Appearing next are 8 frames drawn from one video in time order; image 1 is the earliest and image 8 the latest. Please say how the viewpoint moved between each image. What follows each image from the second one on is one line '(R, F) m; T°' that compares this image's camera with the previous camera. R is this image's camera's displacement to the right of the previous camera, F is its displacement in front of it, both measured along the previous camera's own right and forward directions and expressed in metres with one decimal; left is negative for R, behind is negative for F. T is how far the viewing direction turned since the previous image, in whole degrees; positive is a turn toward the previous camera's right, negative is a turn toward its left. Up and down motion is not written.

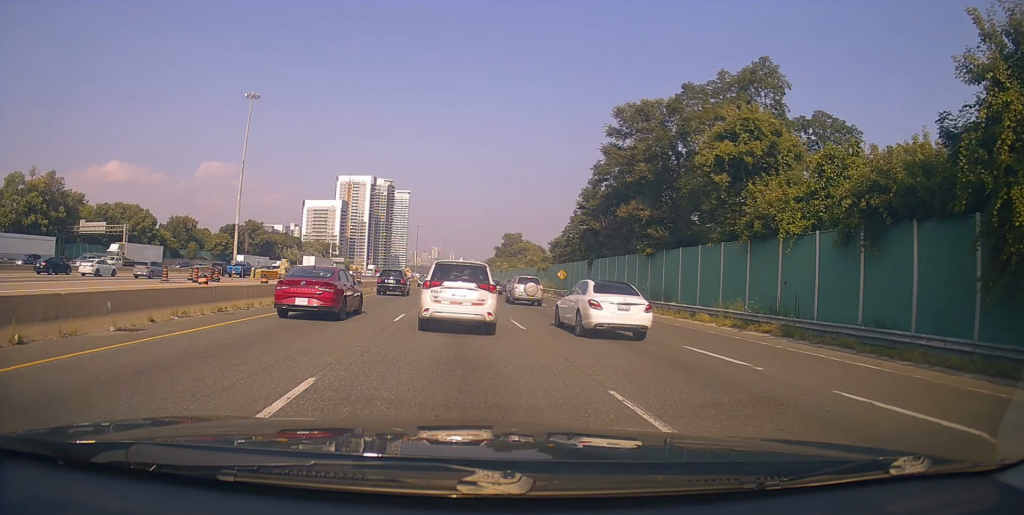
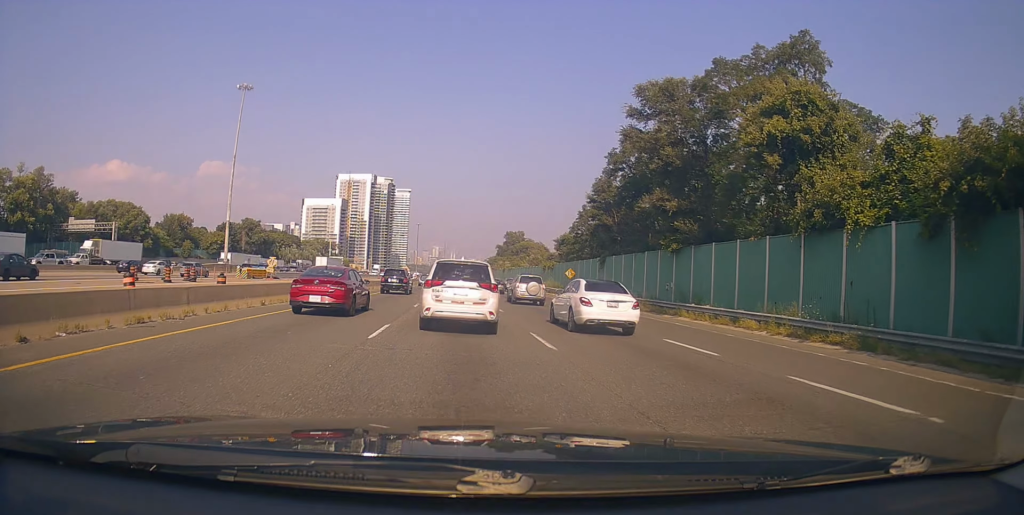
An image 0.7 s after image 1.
(-0.2, +4.7) m; 0°
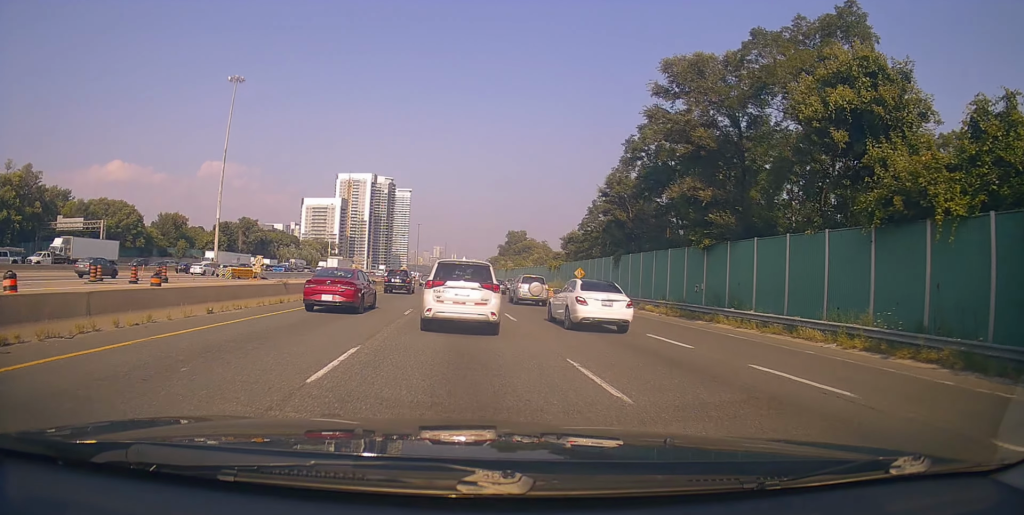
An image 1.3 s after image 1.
(+0.3, +4.6) m; +3°
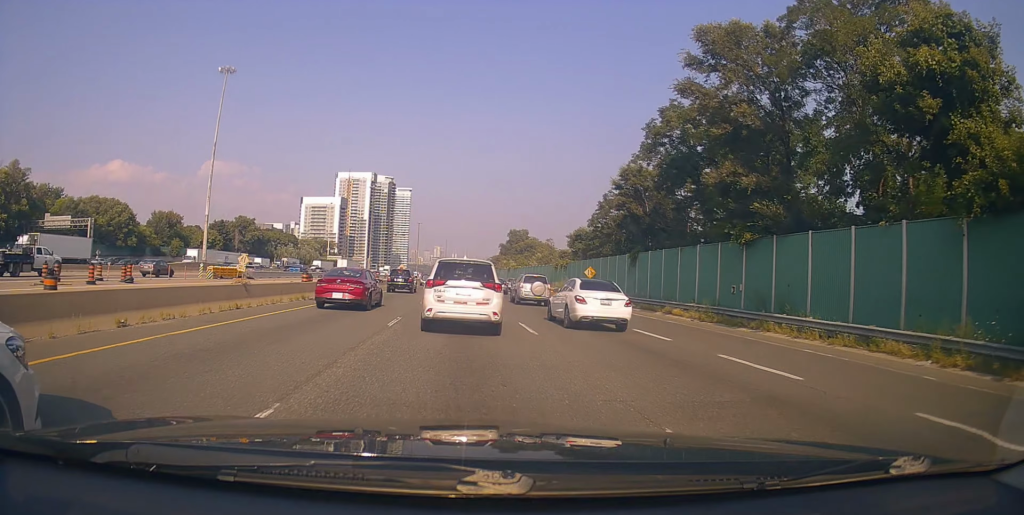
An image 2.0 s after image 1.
(+0.1, +4.6) m; -2°
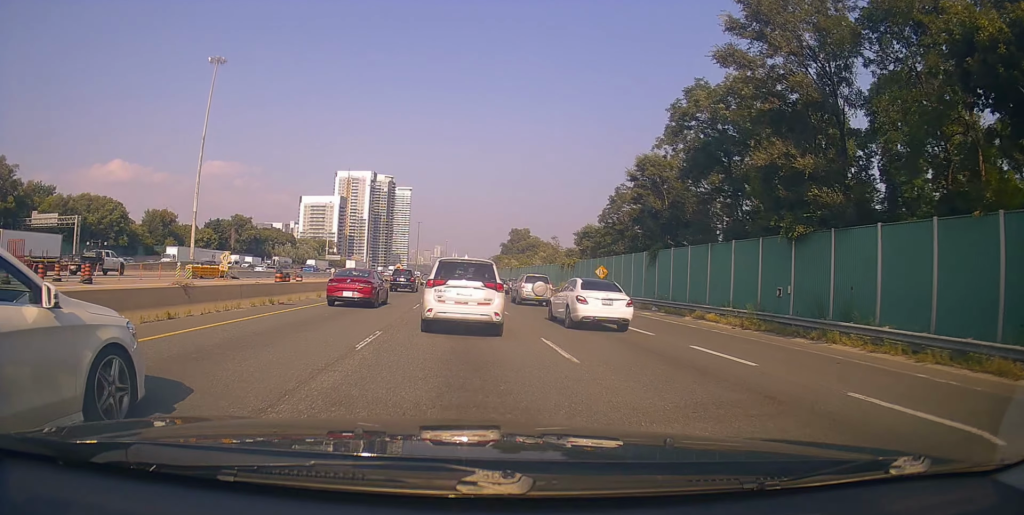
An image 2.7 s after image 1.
(0.0, +4.6) m; -2°
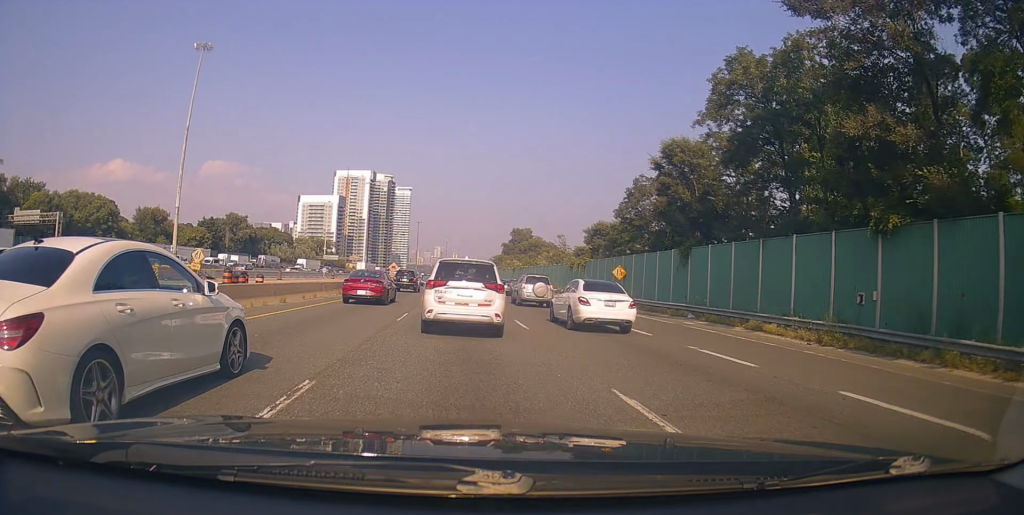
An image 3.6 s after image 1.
(-0.4, +6.1) m; -1°
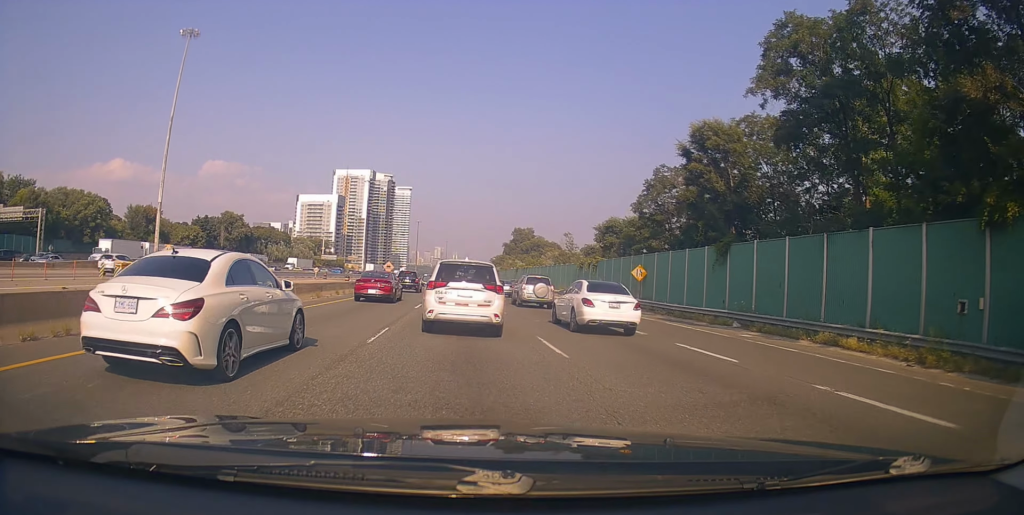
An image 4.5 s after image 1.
(+0.3, +5.4) m; +4°
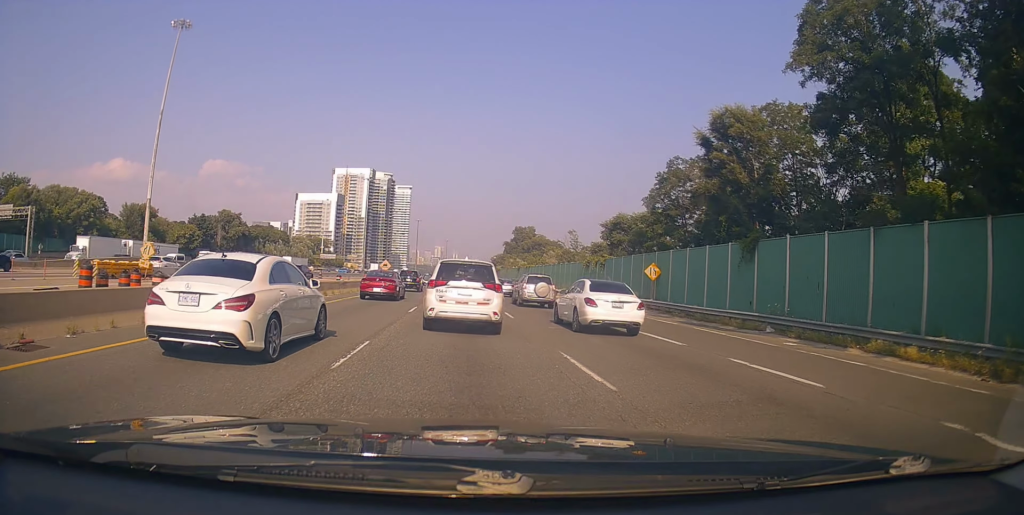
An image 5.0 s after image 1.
(0.0, +3.0) m; -2°
